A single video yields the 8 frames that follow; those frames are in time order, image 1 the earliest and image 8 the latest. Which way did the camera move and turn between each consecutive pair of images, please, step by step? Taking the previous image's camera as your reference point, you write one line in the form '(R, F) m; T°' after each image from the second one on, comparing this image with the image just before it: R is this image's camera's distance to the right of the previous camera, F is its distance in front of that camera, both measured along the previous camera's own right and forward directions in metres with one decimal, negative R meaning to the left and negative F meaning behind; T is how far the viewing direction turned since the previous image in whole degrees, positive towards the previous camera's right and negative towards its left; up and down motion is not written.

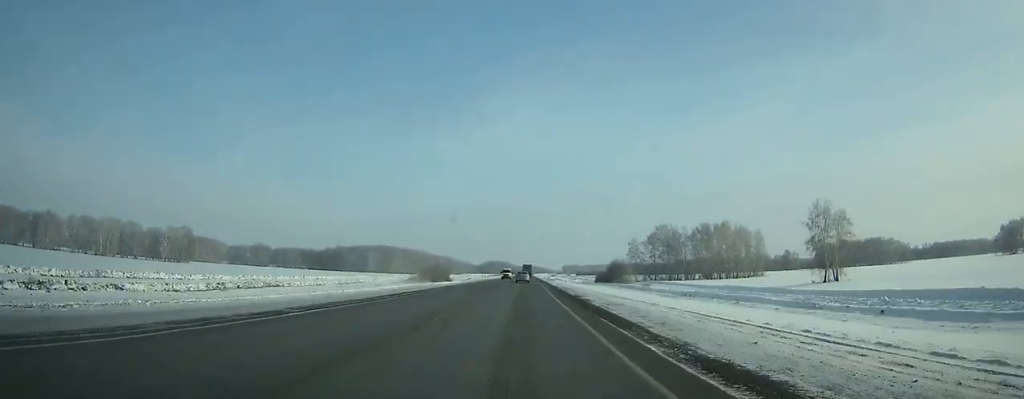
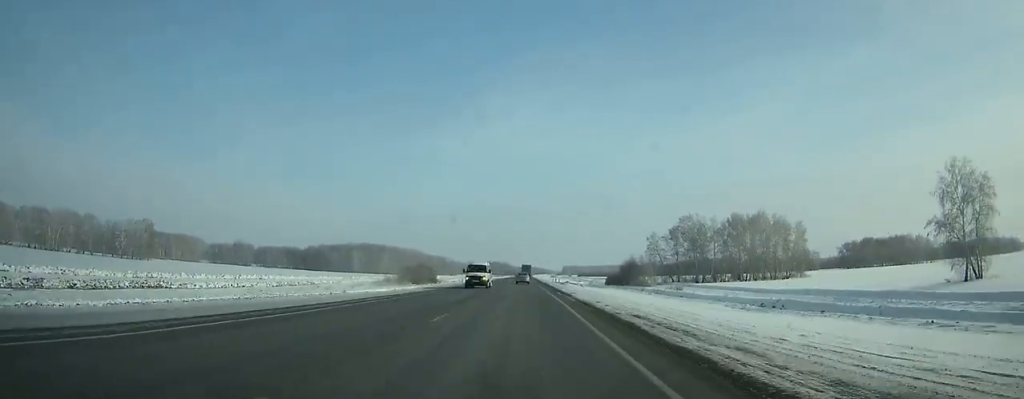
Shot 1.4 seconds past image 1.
(0.0, +35.2) m; 0°
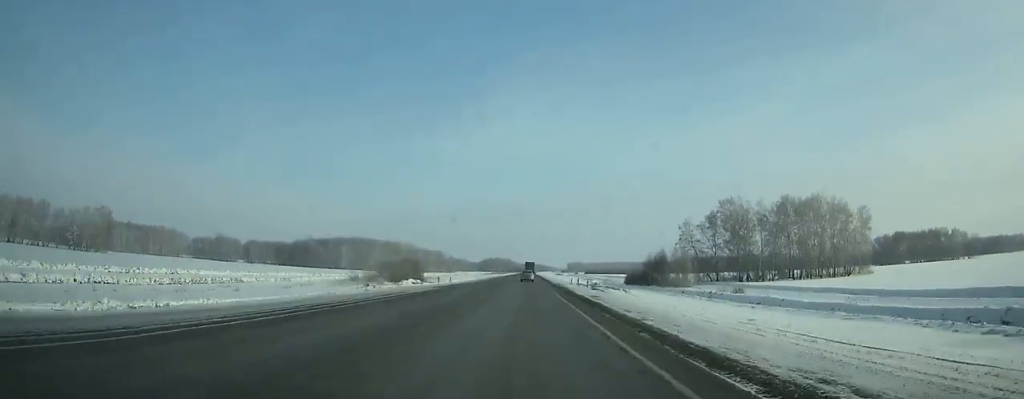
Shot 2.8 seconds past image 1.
(0.0, +34.1) m; 0°
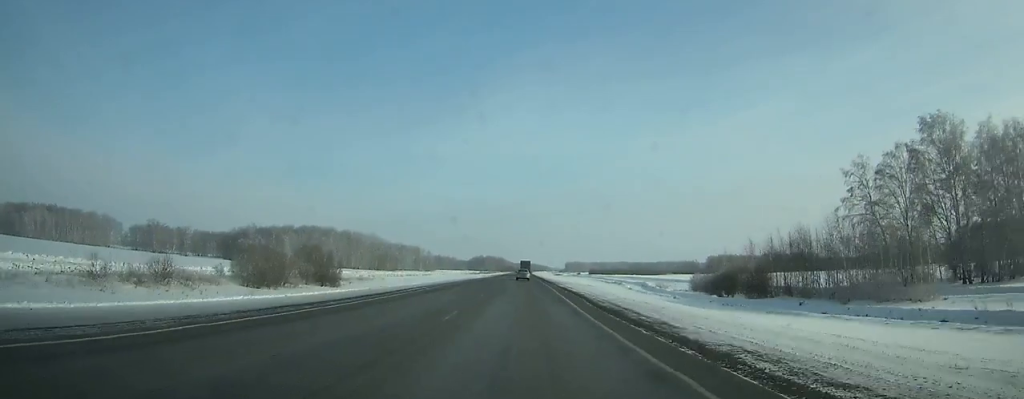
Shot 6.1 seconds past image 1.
(+0.1, +78.2) m; 0°
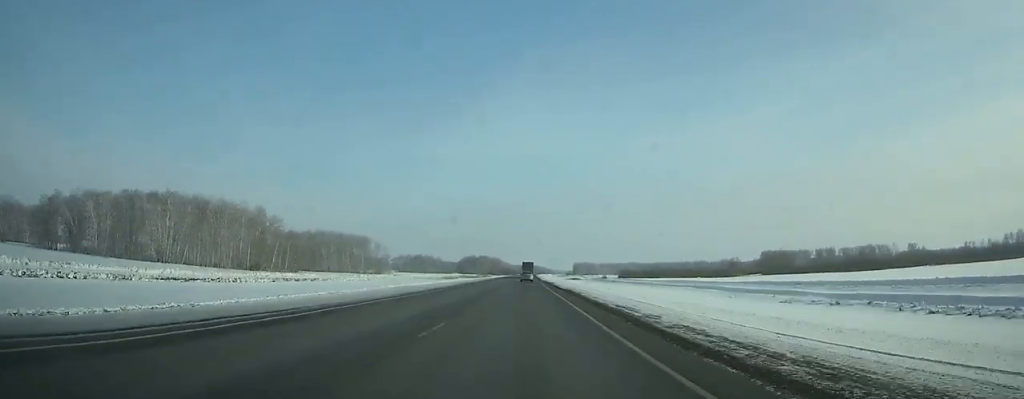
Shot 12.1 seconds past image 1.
(+0.3, +133.8) m; 0°
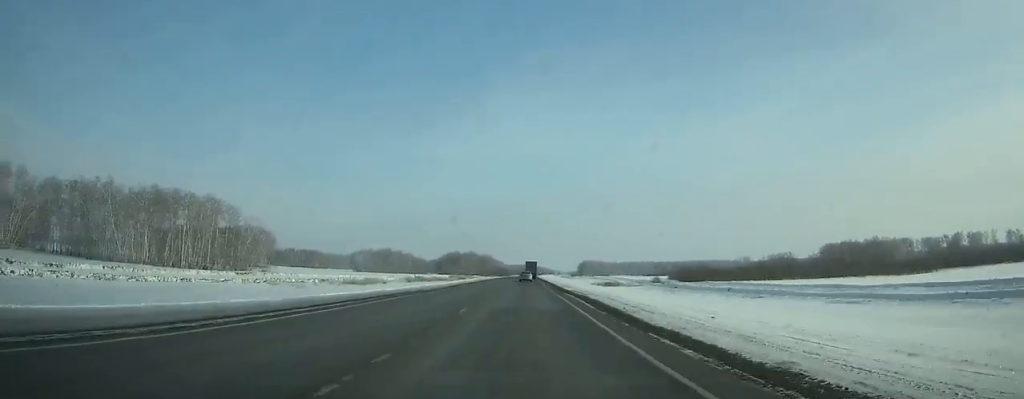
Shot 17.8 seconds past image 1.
(+0.4, +129.6) m; 0°
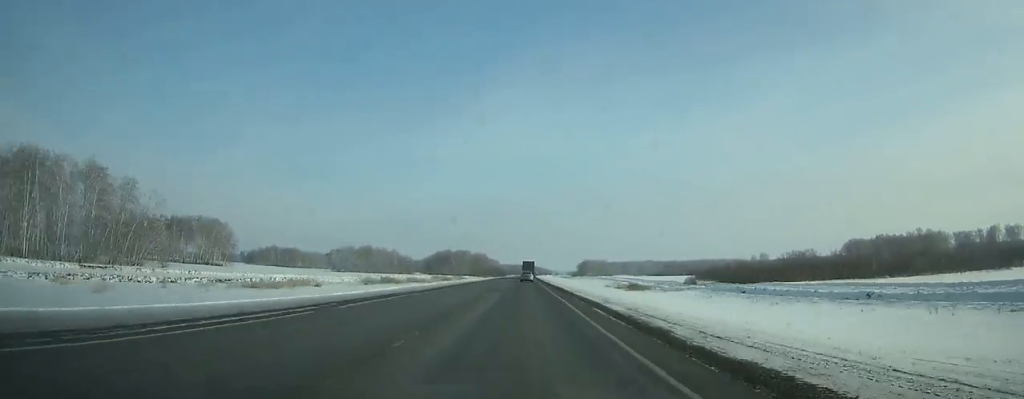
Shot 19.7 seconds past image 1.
(+0.1, +43.8) m; 0°
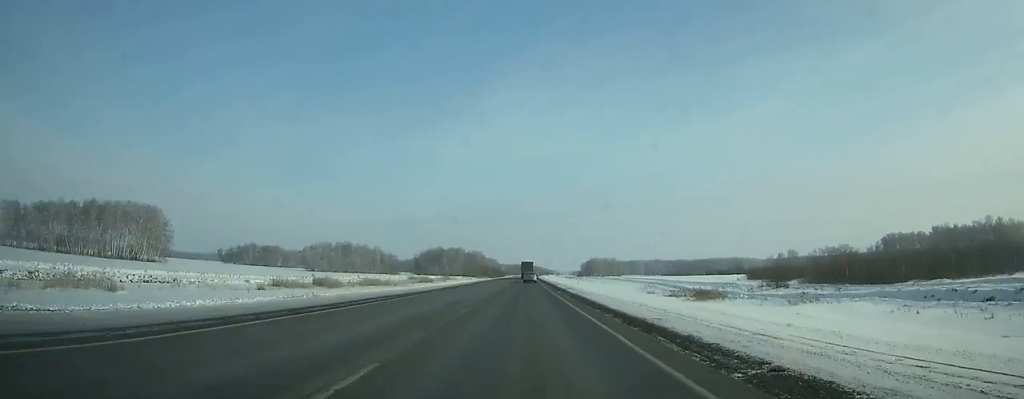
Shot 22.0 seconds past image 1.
(+0.1, +53.2) m; 0°
